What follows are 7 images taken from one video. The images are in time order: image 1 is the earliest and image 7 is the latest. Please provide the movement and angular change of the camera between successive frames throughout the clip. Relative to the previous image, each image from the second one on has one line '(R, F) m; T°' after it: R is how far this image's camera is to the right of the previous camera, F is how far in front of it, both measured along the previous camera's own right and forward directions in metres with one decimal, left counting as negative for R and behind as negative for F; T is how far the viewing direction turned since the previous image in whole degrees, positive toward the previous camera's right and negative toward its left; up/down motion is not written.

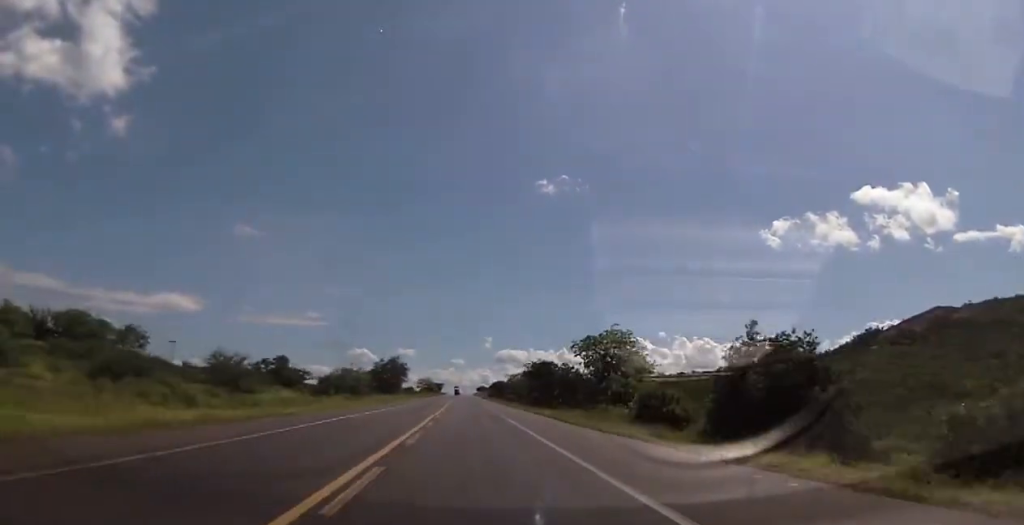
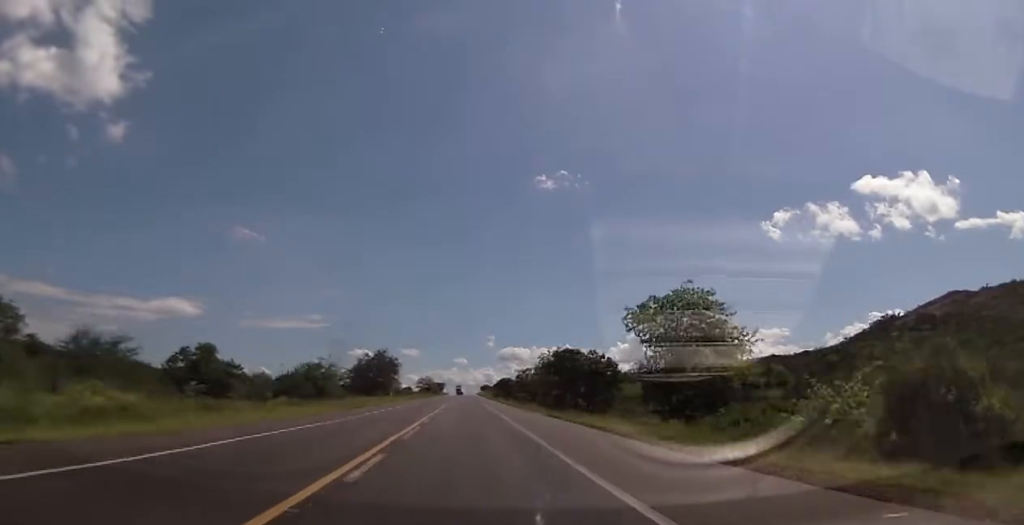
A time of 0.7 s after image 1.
(-0.2, +23.3) m; -1°
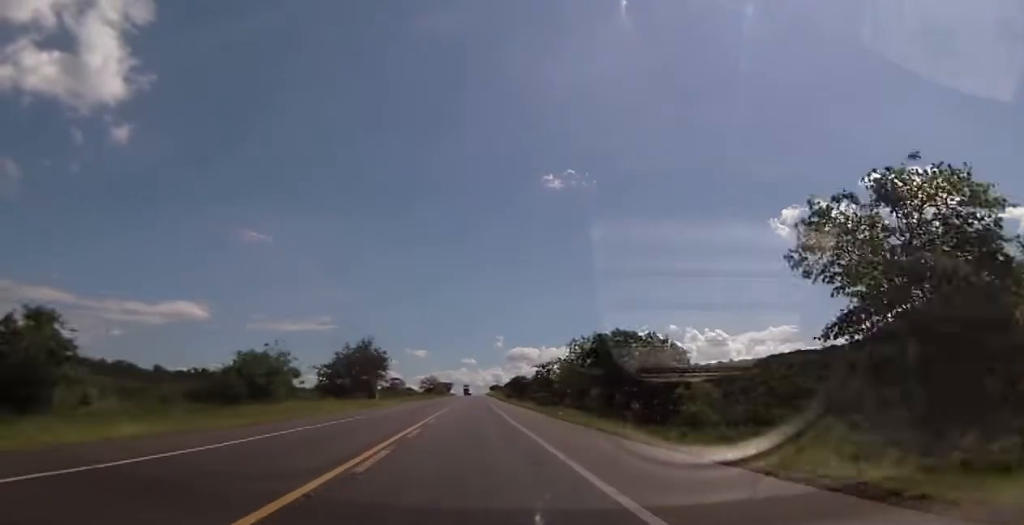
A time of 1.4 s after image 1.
(-0.2, +23.9) m; -1°
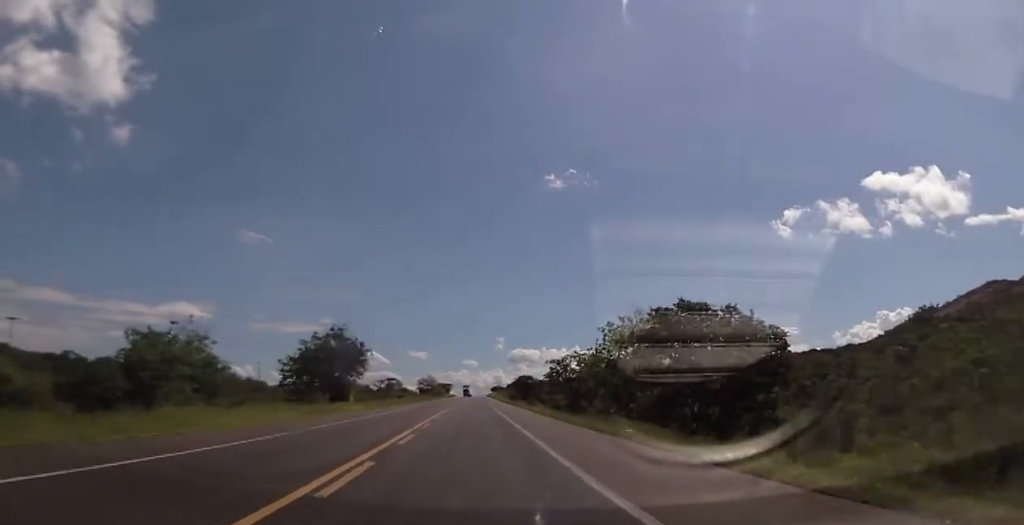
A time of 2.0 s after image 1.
(0.0, +17.4) m; -1°
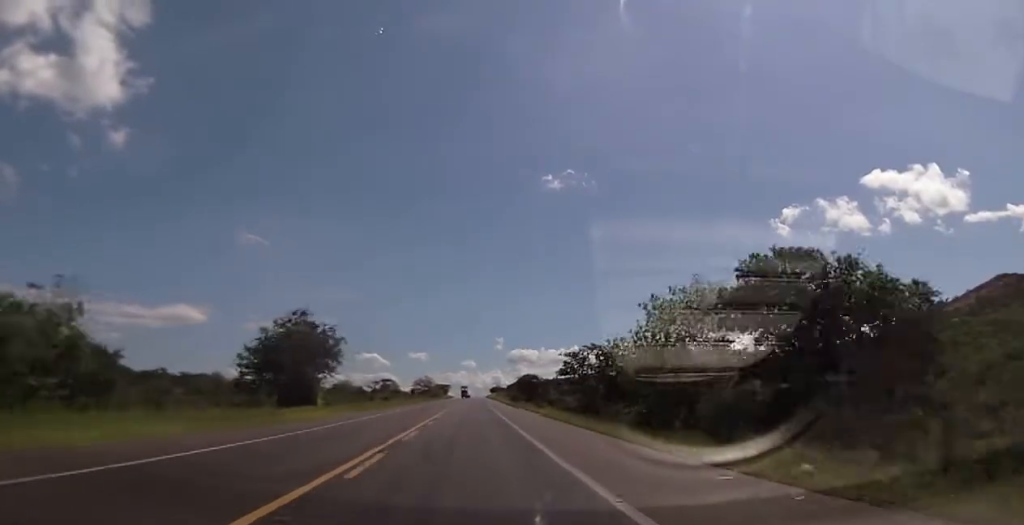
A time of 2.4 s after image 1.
(+0.2, +14.2) m; -1°
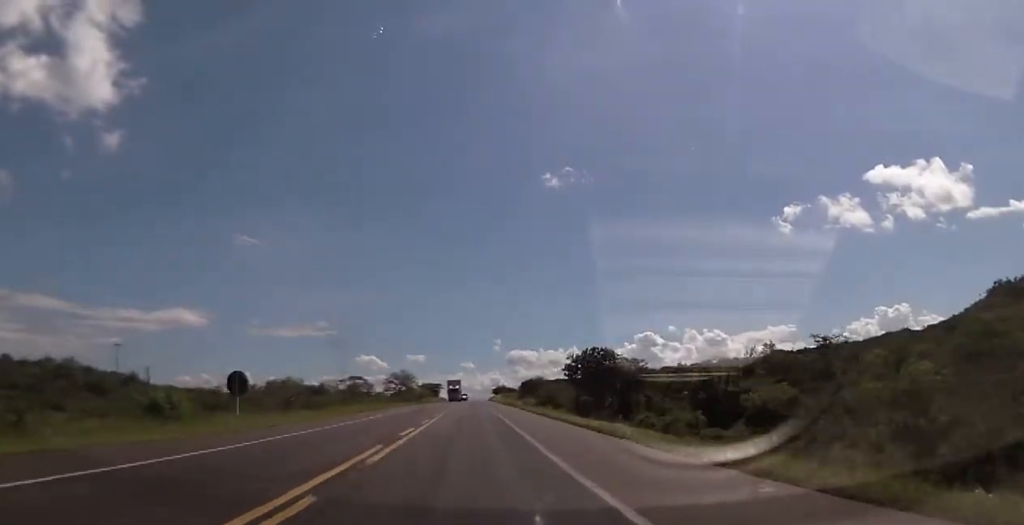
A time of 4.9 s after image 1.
(-1.0, +78.7) m; 0°
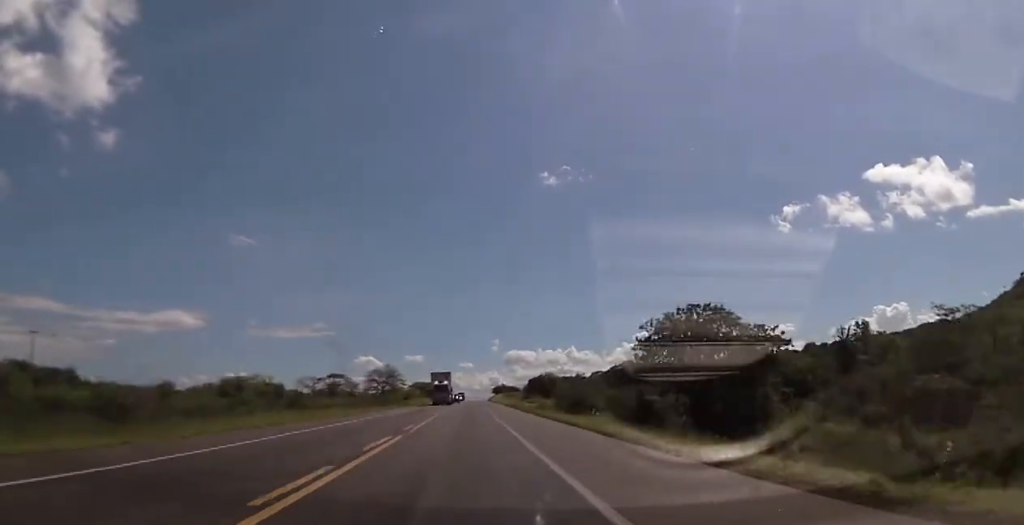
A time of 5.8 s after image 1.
(+0.1, +27.9) m; 0°
